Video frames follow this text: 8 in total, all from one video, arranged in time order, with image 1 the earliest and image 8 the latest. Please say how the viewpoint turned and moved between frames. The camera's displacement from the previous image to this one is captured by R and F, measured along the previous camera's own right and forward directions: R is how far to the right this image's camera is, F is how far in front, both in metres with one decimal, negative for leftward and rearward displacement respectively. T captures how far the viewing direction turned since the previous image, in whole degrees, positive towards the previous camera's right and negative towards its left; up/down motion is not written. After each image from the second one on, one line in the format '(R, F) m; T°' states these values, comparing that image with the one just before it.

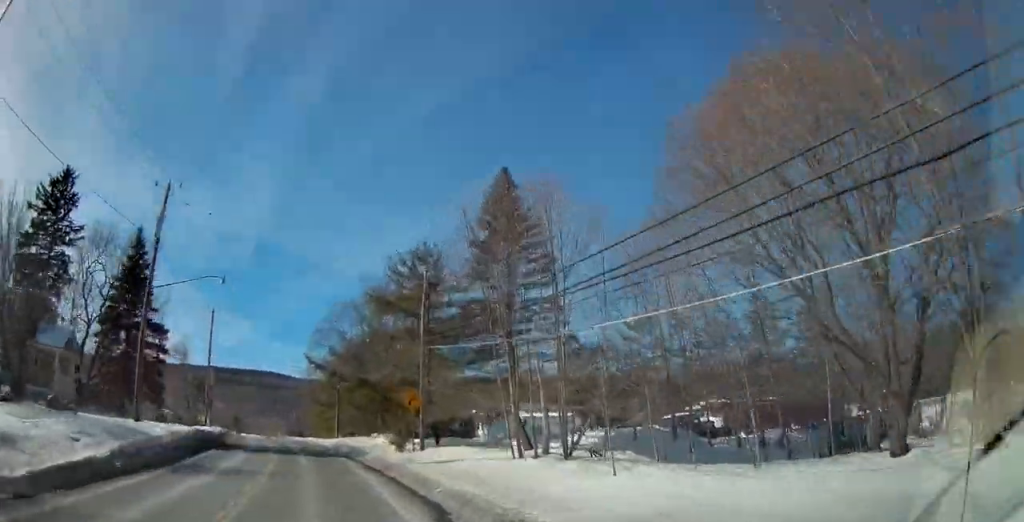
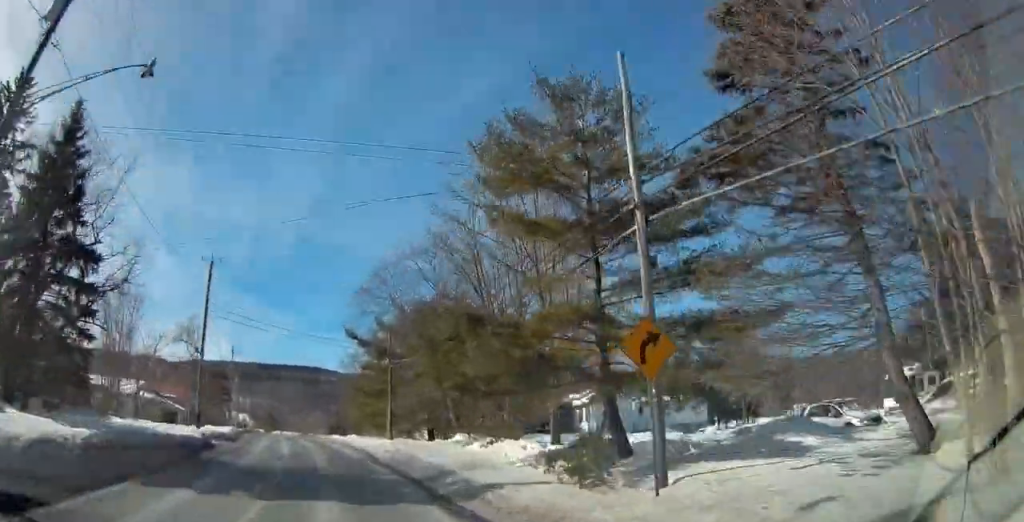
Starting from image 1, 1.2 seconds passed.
(-0.7, +17.5) m; -4°
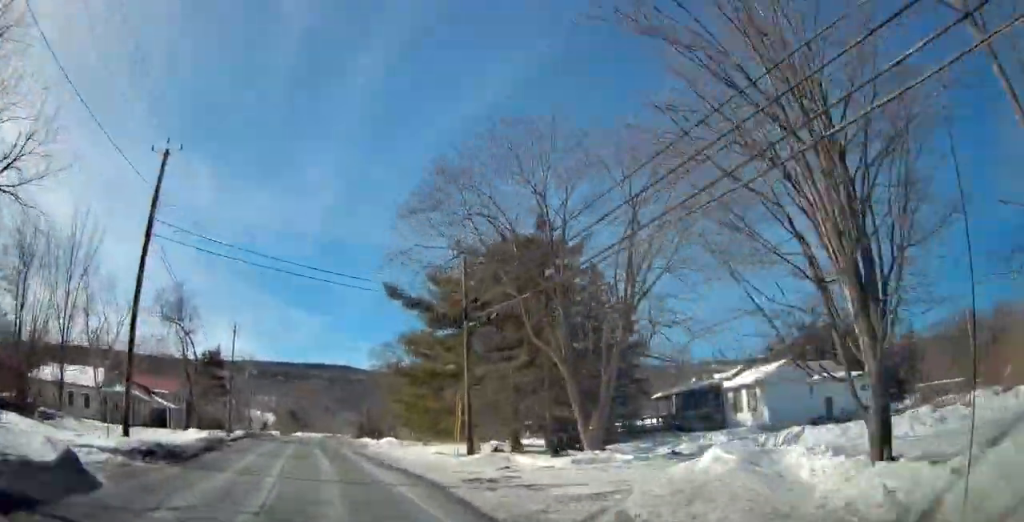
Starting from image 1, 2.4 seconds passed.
(-0.3, +17.5) m; -3°
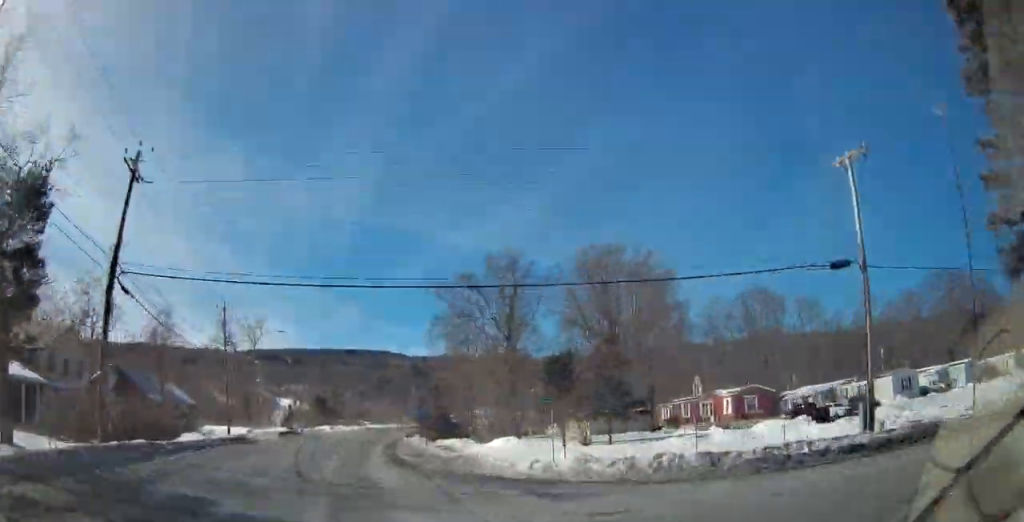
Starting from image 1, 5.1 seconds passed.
(-2.0, +38.1) m; -4°
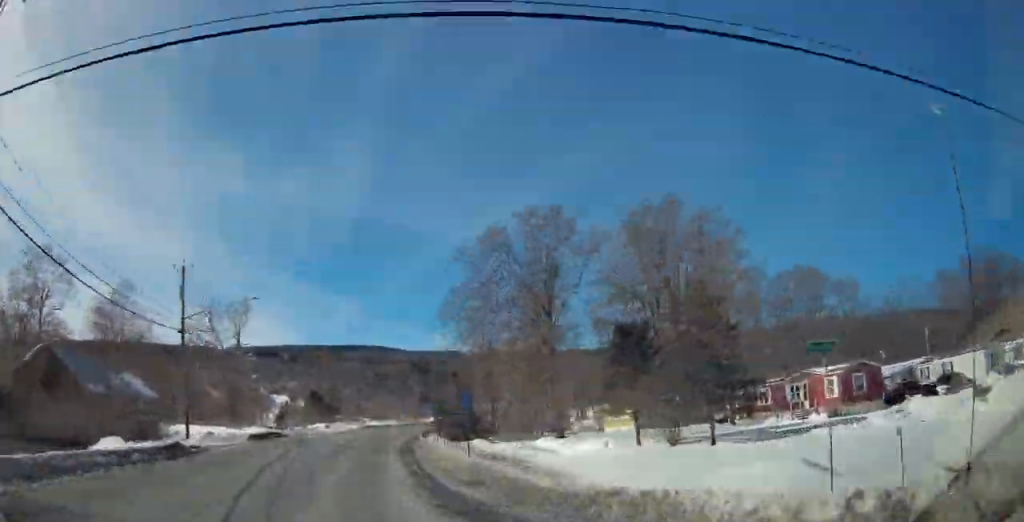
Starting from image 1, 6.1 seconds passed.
(-0.3, +12.3) m; 0°
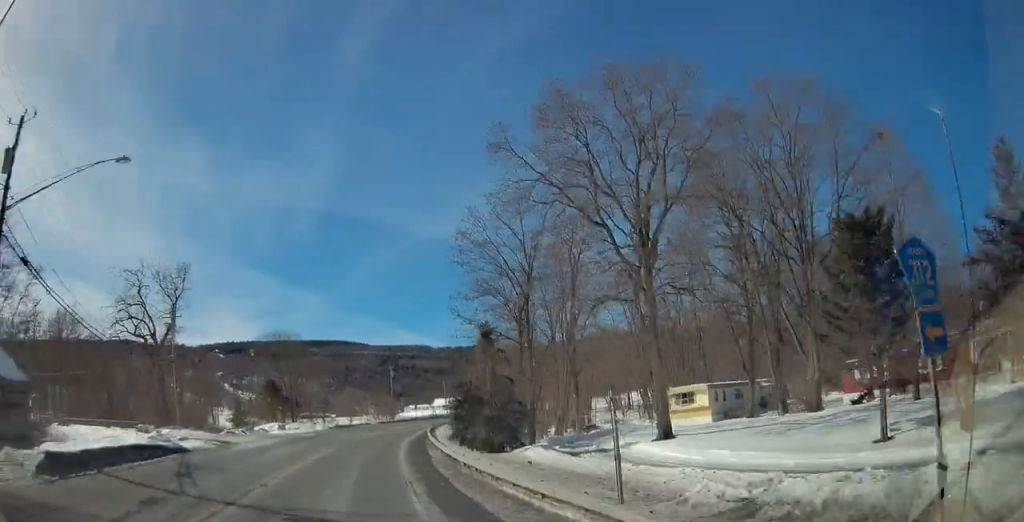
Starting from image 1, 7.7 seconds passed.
(+0.4, +19.6) m; +2°
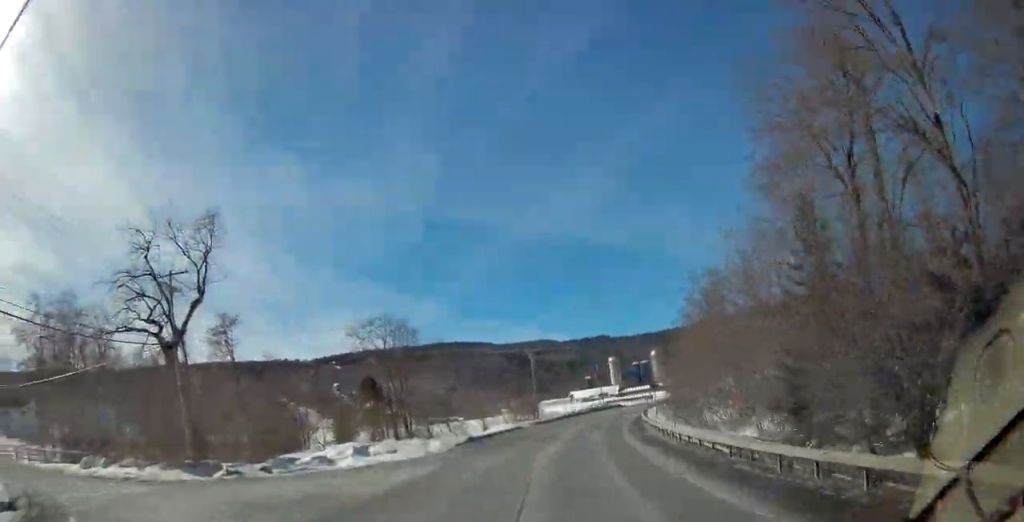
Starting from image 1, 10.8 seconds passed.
(-0.9, +29.7) m; -18°
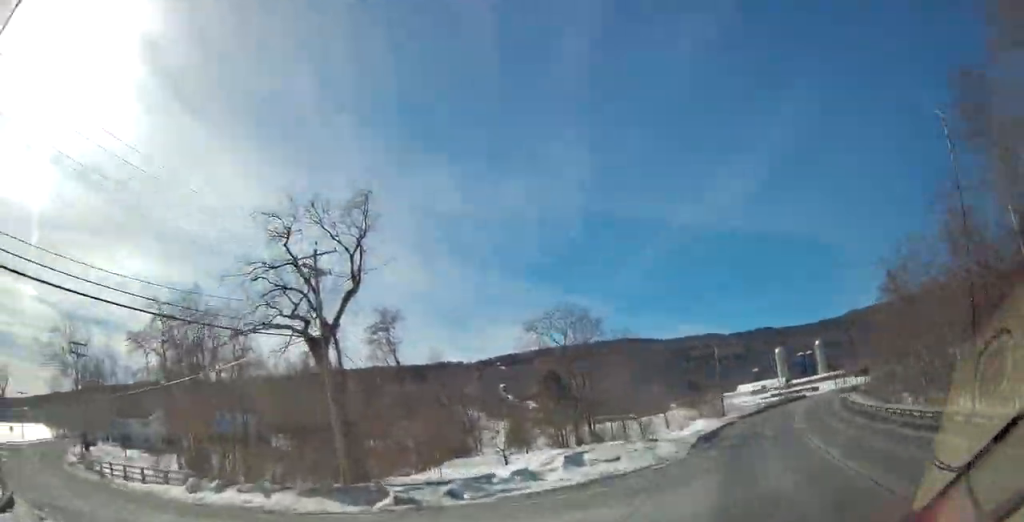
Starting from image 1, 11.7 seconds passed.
(-1.2, +7.8) m; -15°
